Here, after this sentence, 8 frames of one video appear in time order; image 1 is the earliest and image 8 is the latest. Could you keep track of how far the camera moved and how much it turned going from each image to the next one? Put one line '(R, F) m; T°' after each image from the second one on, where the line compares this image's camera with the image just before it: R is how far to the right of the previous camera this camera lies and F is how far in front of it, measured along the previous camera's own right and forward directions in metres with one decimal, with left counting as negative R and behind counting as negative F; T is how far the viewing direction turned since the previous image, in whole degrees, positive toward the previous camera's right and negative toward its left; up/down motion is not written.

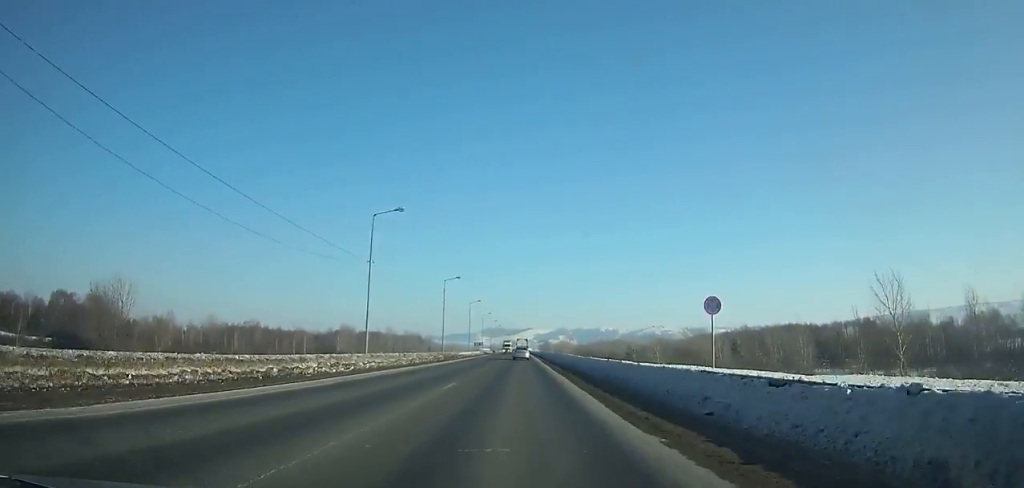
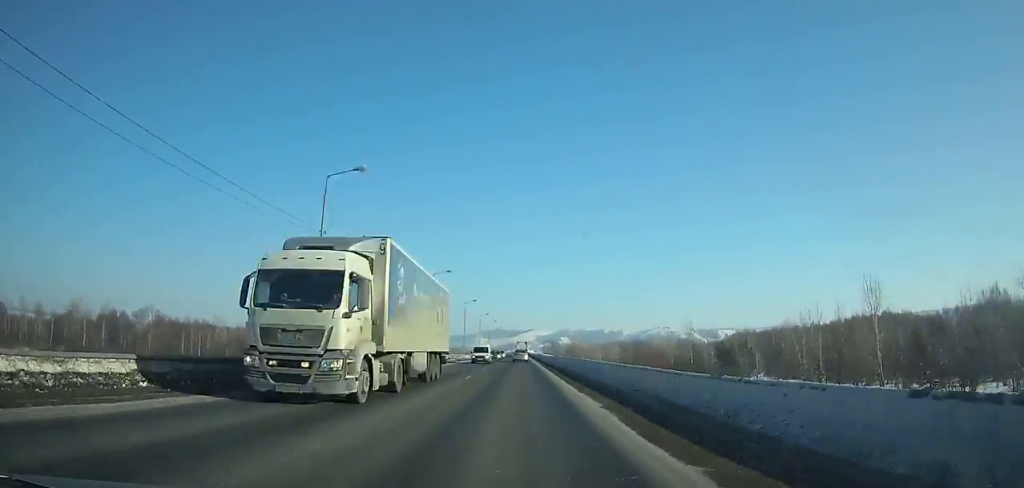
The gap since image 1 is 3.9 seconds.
(-0.2, +88.4) m; 0°
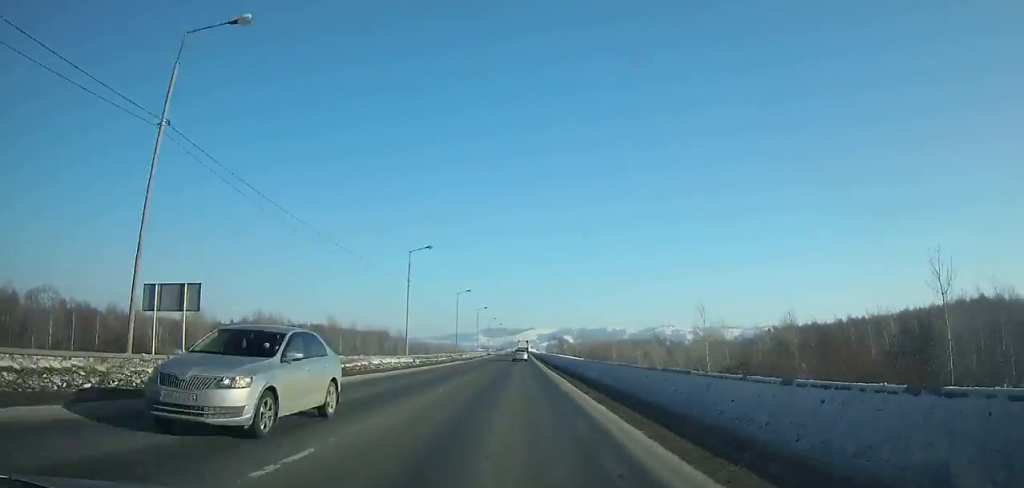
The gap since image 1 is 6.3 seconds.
(-0.1, +55.5) m; 0°
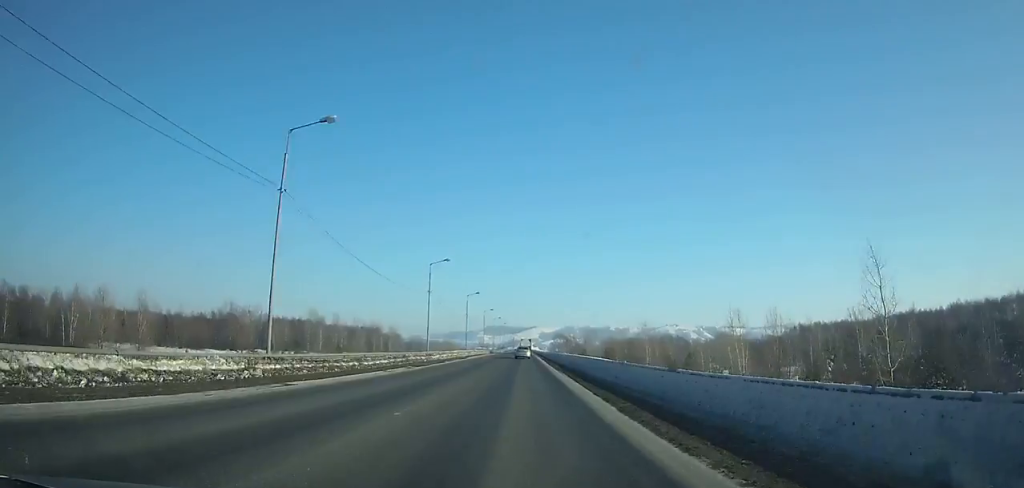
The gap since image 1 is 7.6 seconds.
(0.0, +30.2) m; 0°
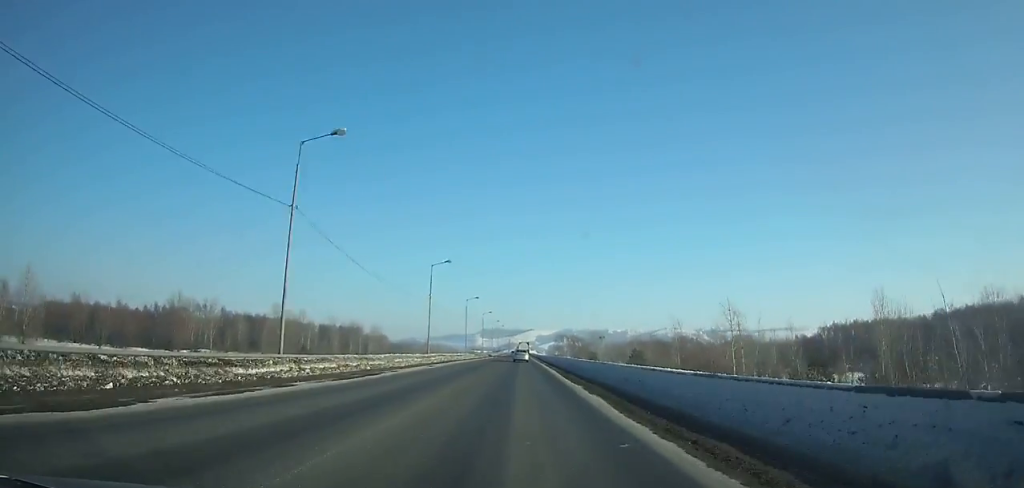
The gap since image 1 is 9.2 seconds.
(+0.1, +37.3) m; 0°
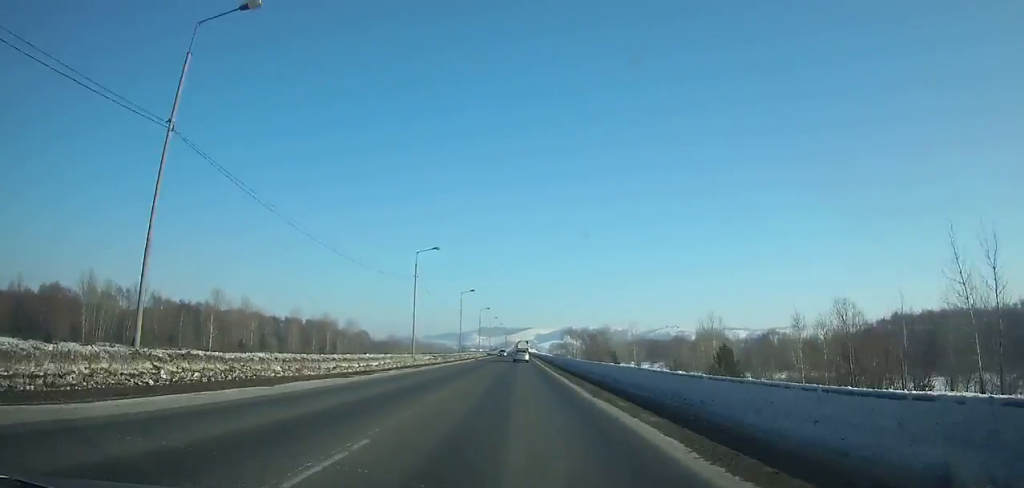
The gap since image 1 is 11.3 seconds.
(0.0, +49.0) m; 0°
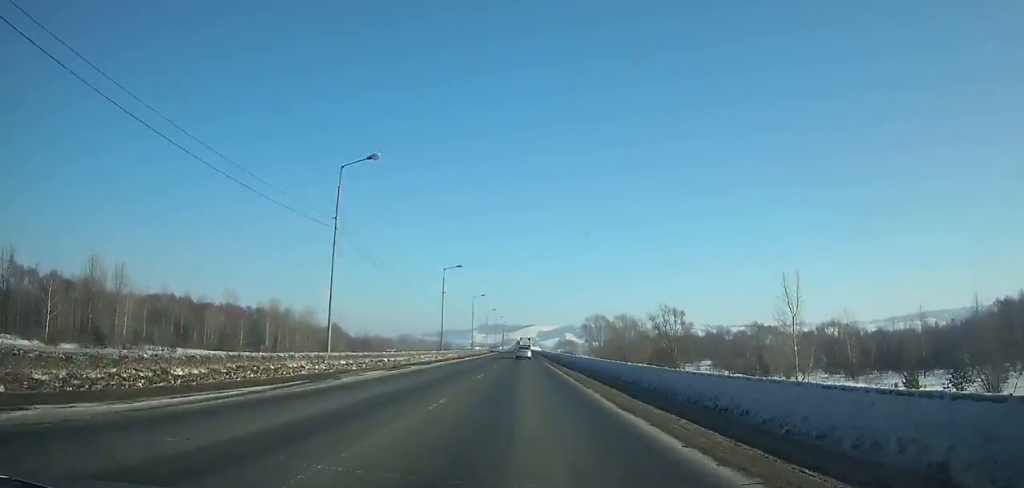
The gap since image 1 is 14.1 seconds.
(-0.1, +65.2) m; 0°
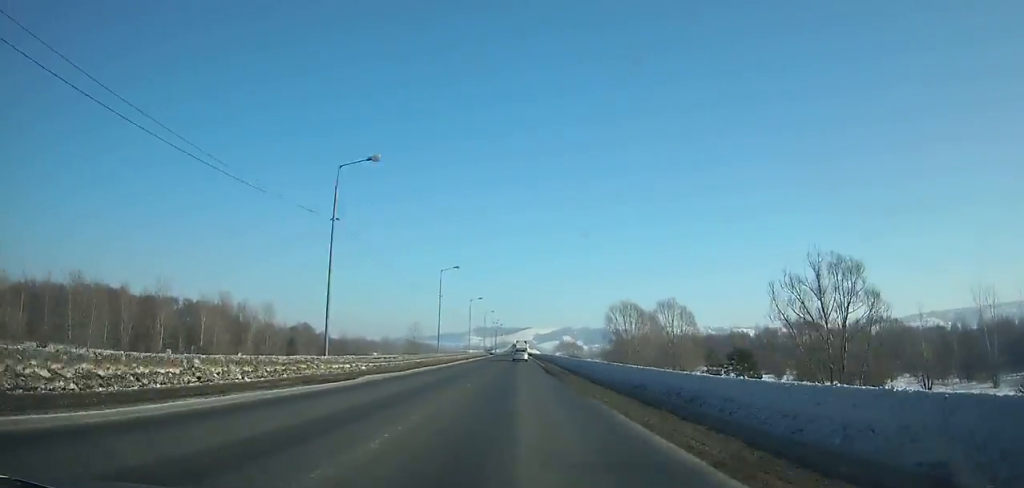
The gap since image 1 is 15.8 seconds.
(+0.1, +39.5) m; 0°
